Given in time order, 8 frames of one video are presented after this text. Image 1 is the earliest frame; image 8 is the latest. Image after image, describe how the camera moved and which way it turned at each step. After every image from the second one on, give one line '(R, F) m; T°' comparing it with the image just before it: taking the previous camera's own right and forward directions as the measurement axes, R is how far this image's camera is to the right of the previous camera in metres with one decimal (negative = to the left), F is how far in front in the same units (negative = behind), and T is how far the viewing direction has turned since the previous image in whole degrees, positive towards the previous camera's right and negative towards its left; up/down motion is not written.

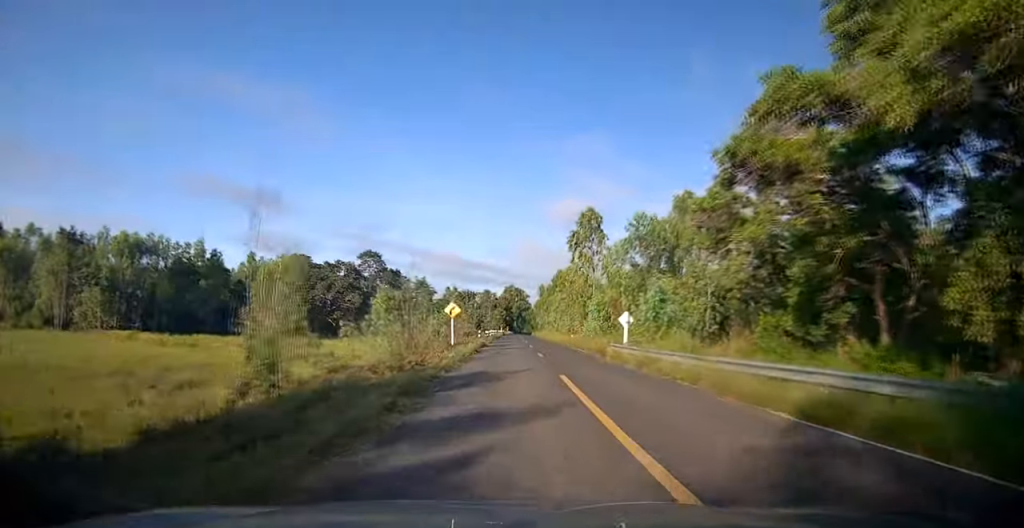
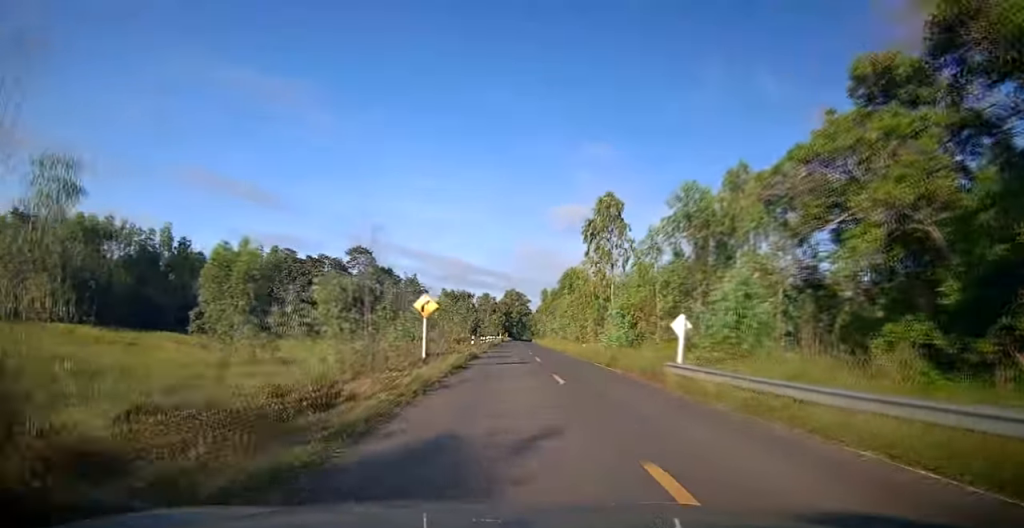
(+0.1, +8.9) m; 0°
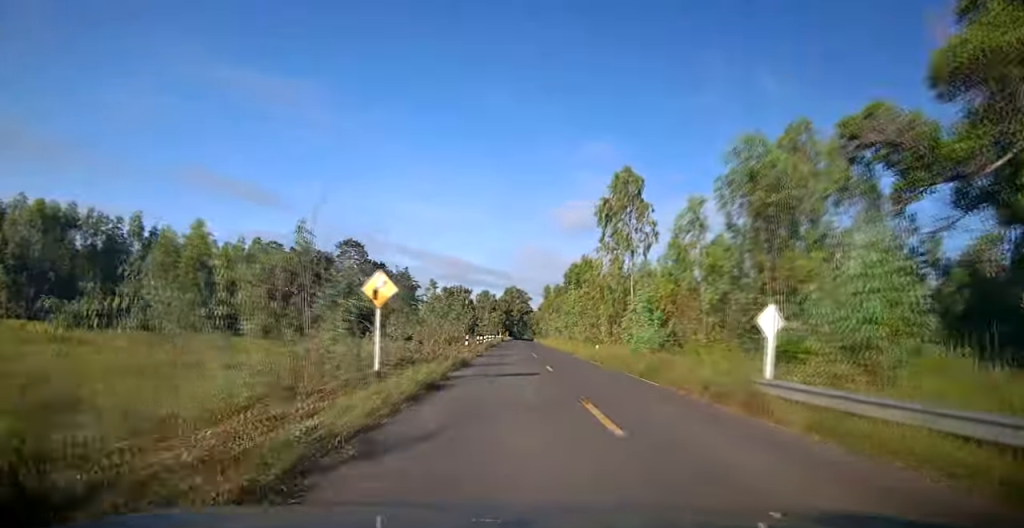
(0.0, +6.5) m; 0°
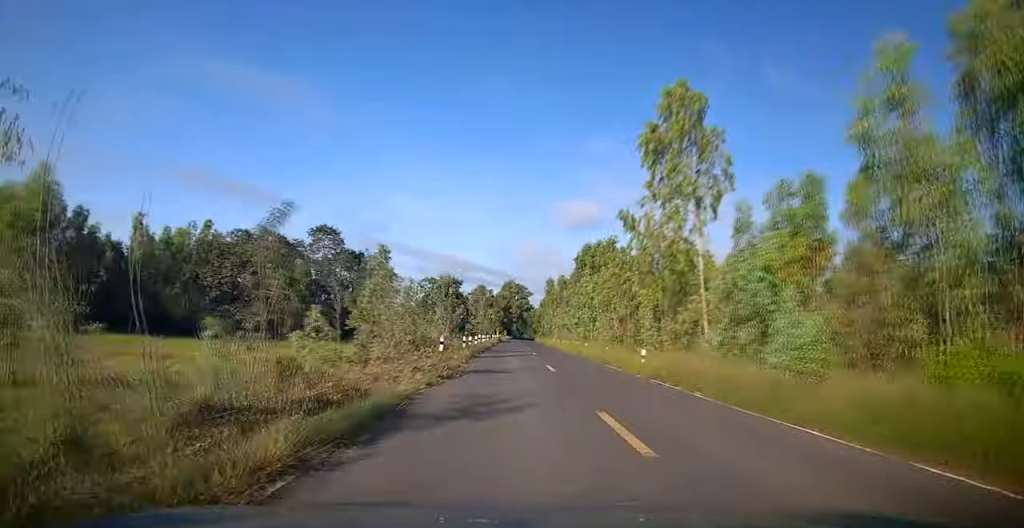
(0.0, +13.2) m; 0°
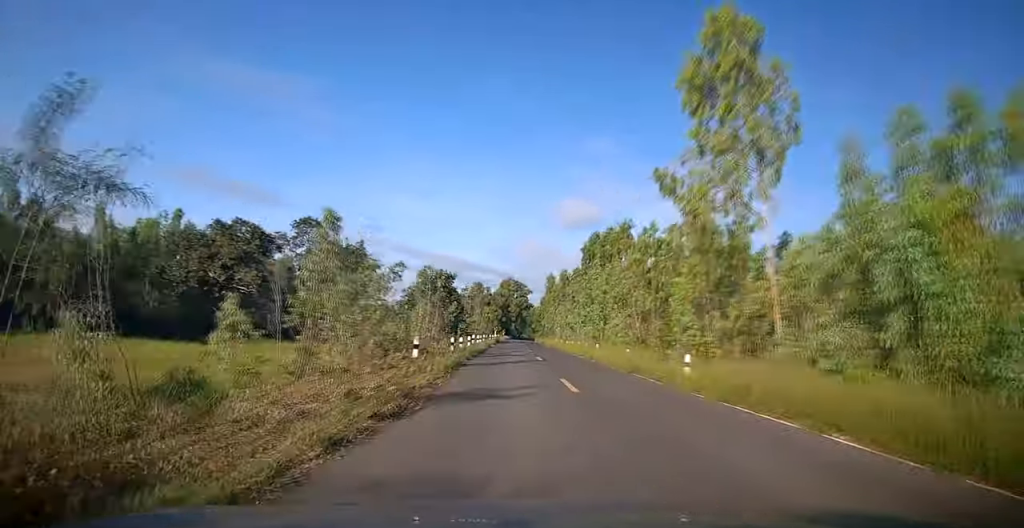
(0.0, +6.2) m; 0°
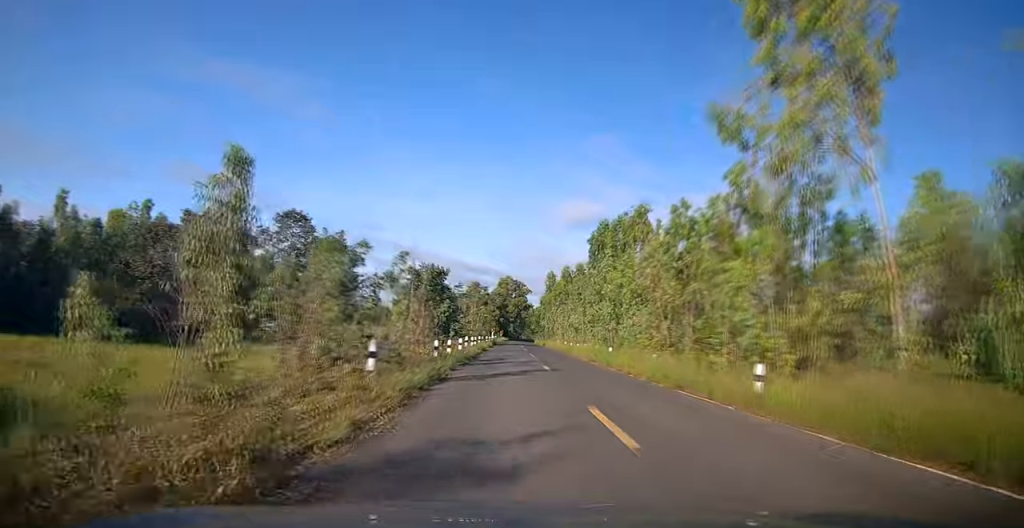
(0.0, +5.4) m; 0°
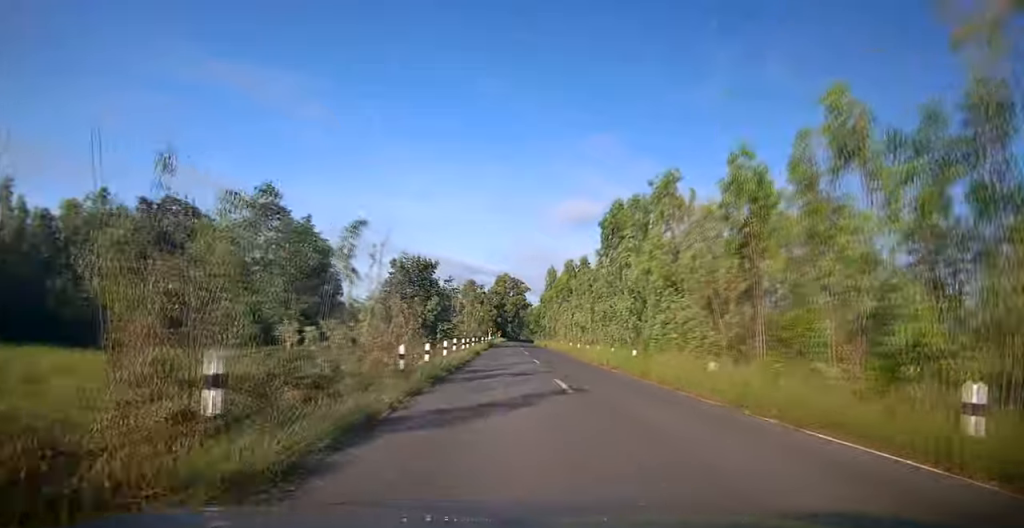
(0.0, +6.6) m; 0°
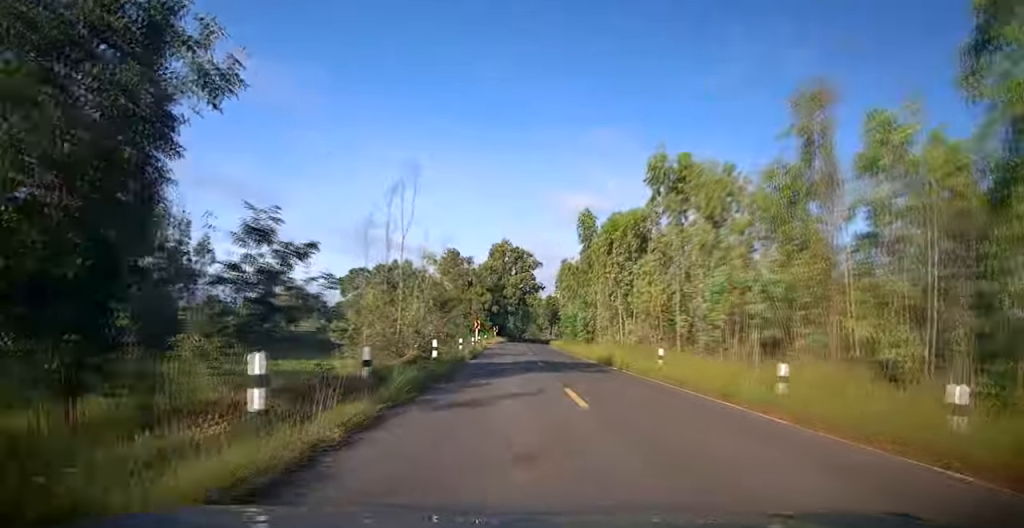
(+0.4, +39.0) m; 0°
